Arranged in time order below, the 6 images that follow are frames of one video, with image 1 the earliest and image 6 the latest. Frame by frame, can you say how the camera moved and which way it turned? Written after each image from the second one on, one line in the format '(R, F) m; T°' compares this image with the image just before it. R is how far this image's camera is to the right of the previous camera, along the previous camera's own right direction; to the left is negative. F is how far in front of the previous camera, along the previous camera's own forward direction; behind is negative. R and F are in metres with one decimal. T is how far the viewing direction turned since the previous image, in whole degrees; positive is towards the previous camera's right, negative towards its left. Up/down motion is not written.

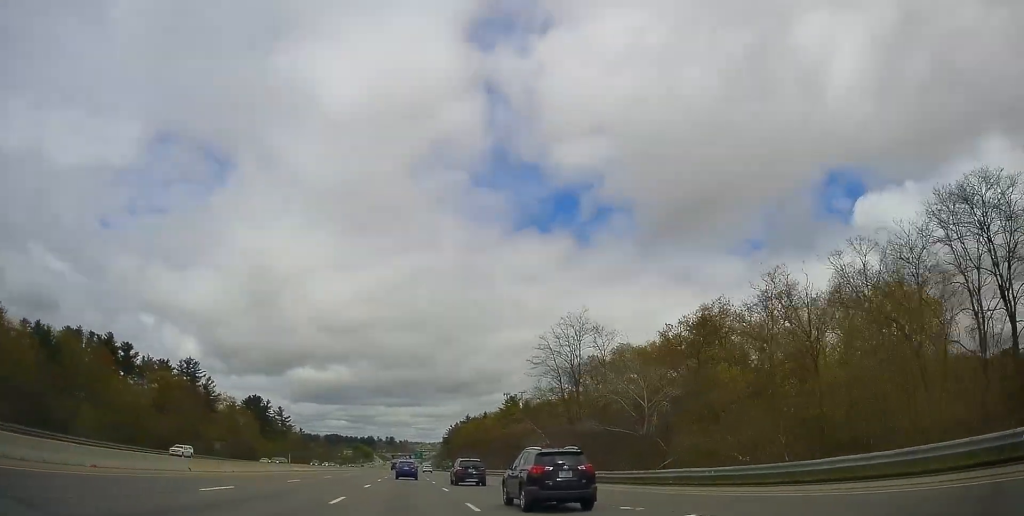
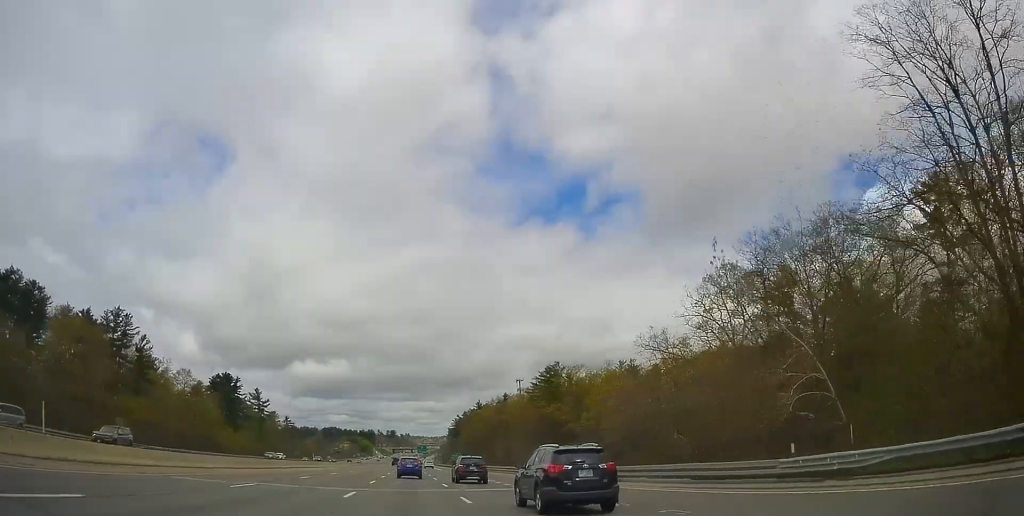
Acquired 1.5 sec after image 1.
(+0.8, +46.9) m; +1°
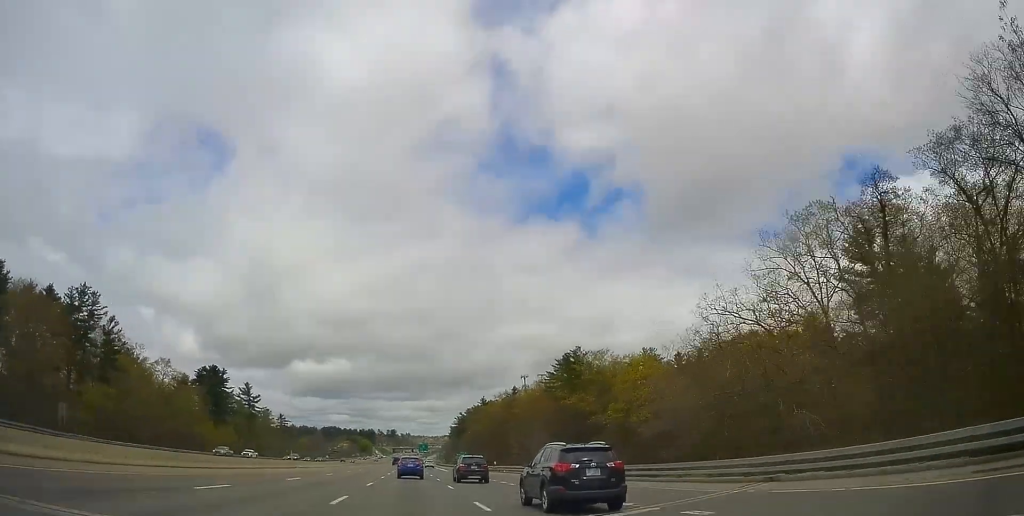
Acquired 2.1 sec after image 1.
(-0.2, +15.8) m; -1°
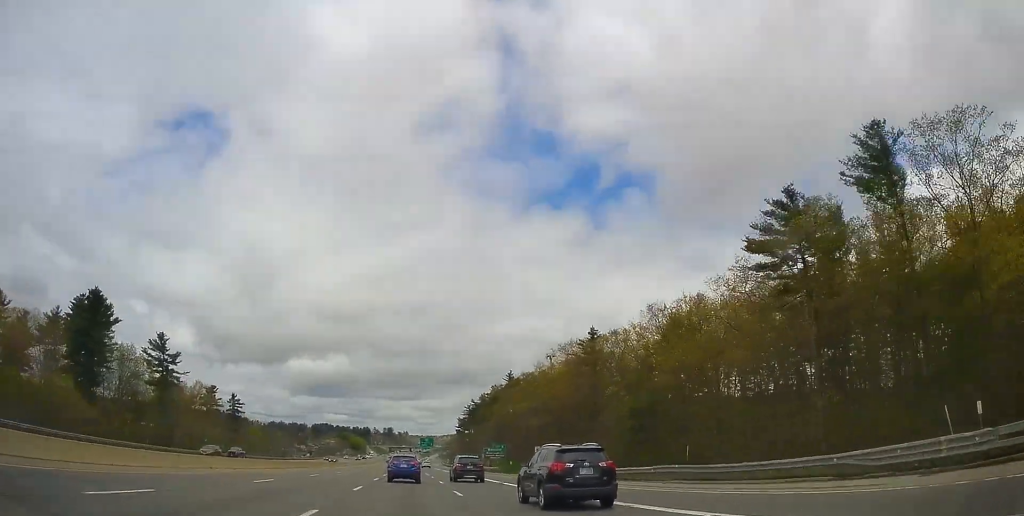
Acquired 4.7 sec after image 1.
(-0.6, +80.7) m; 0°
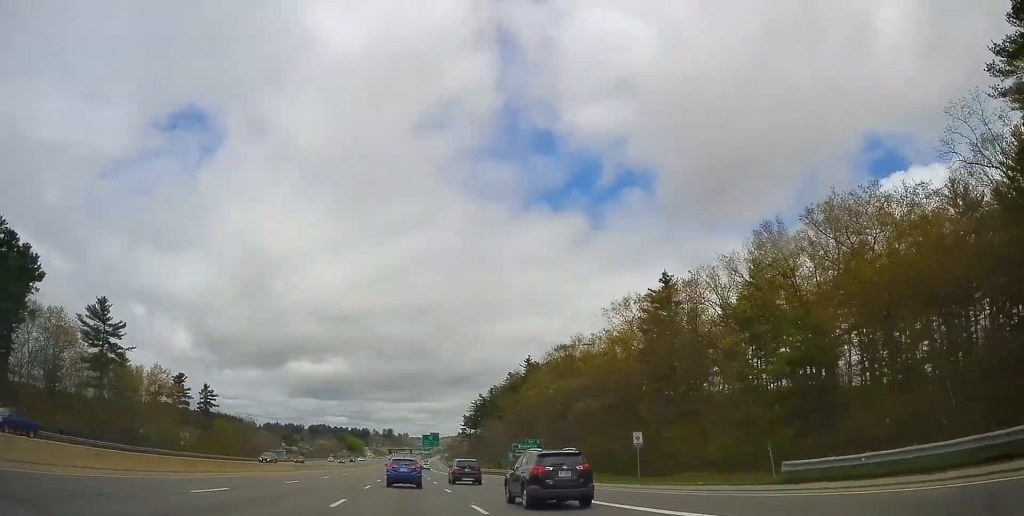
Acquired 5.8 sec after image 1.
(+0.2, +31.6) m; +1°
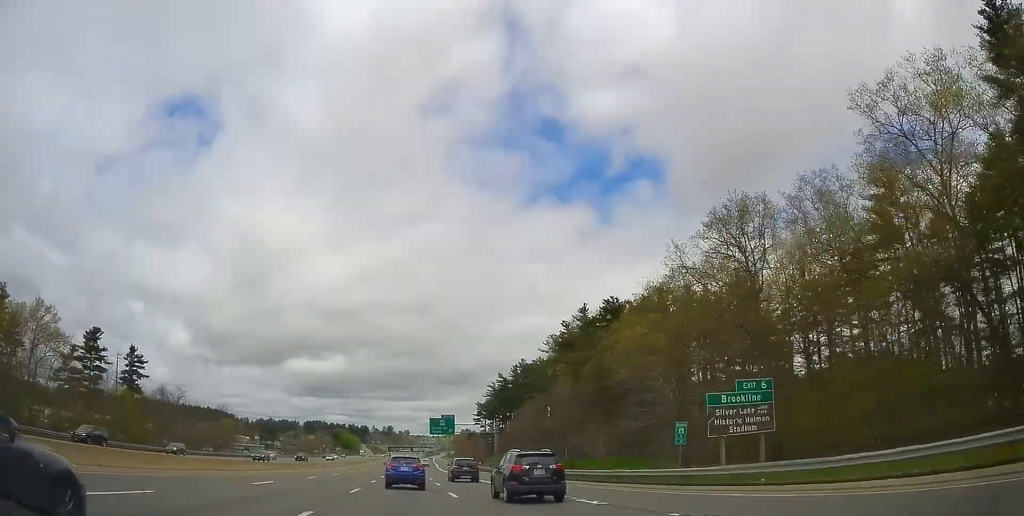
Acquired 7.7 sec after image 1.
(-0.2, +54.5) m; -1°
